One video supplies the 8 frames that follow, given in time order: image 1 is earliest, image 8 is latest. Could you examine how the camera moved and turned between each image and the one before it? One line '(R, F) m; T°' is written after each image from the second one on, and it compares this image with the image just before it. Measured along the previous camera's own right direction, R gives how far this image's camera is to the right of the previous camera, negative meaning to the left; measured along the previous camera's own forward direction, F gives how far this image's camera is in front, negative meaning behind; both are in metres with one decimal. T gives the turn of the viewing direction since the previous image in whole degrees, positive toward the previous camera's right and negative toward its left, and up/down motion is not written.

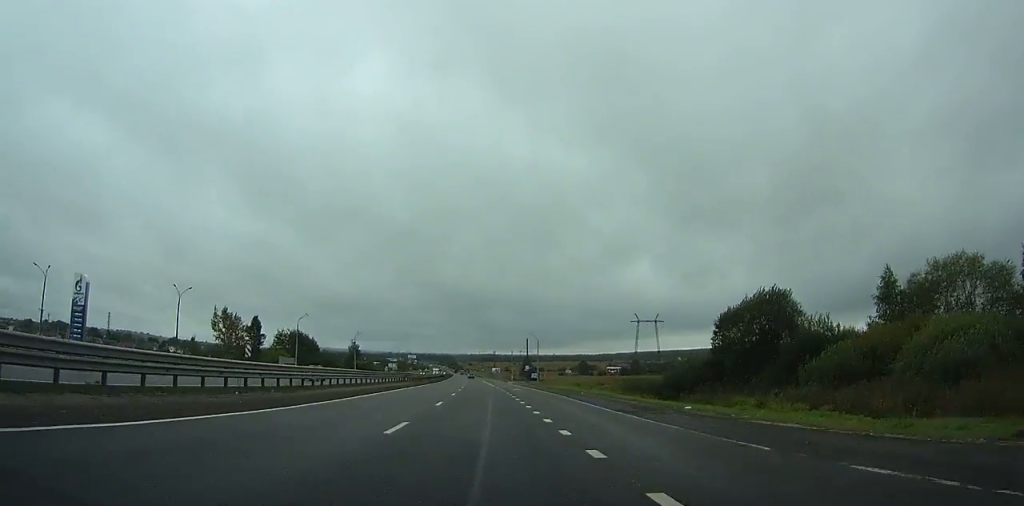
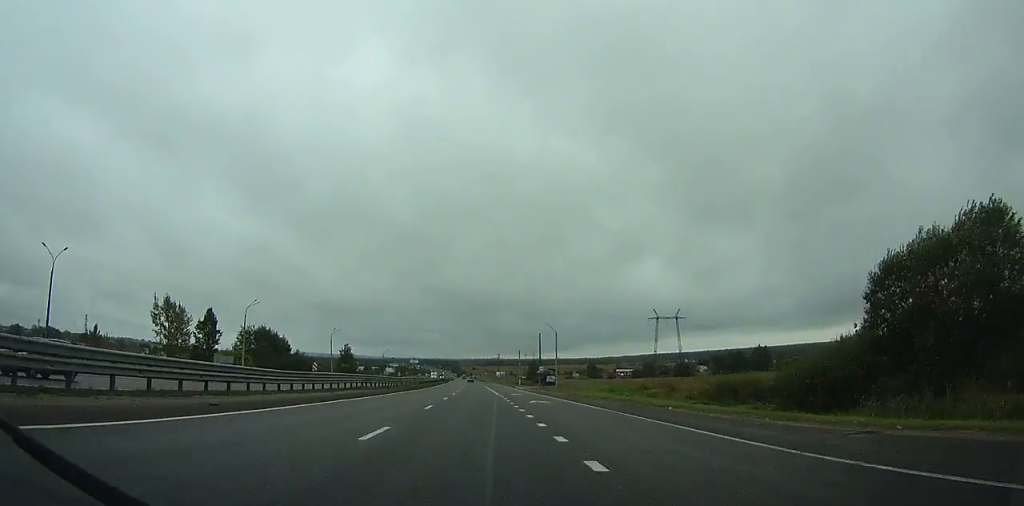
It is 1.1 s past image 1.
(-0.2, +25.1) m; -1°
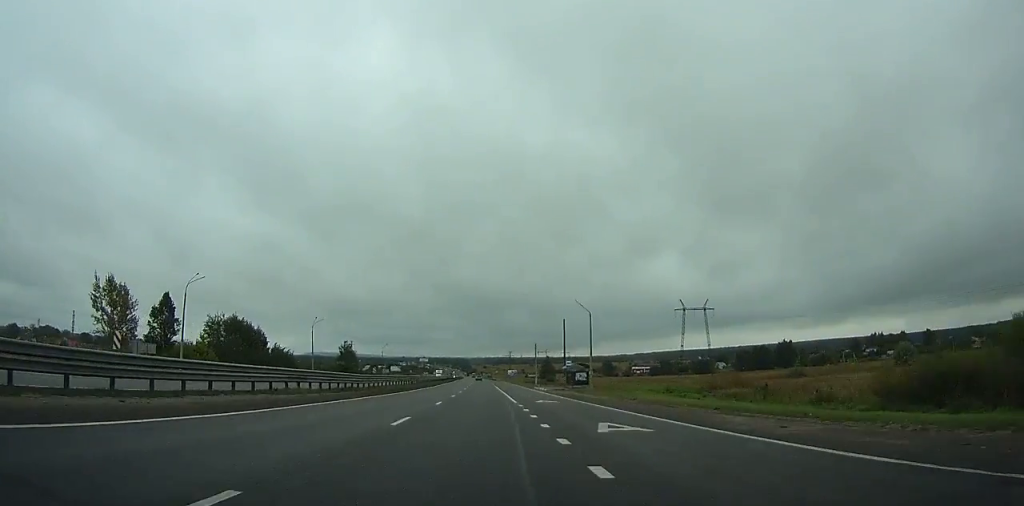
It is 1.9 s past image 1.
(+0.1, +20.4) m; 0°
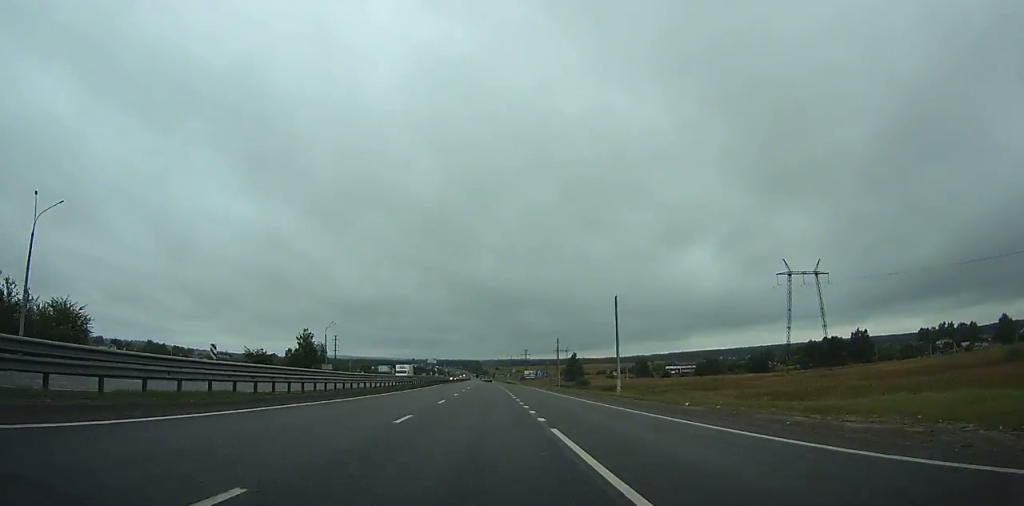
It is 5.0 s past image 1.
(-1.4, +71.7) m; -2°
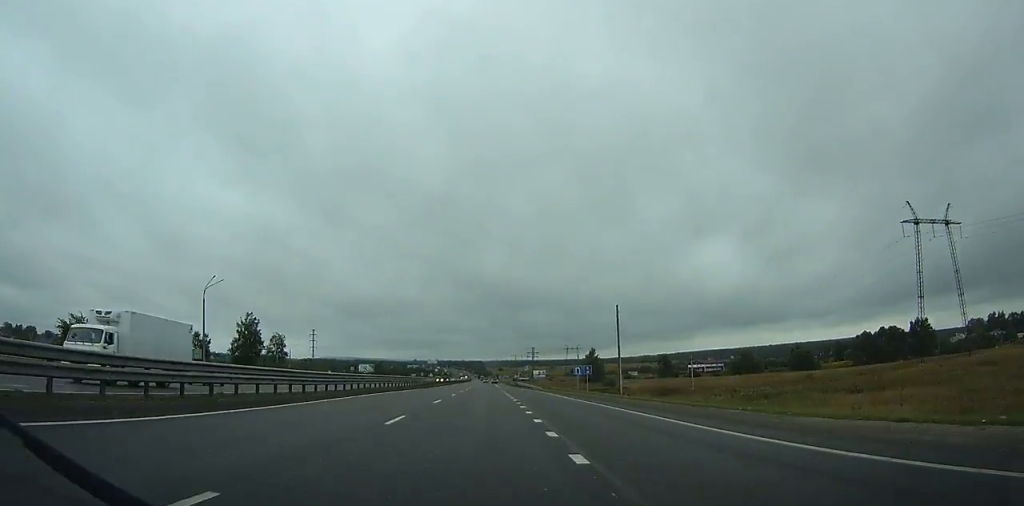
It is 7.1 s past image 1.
(-0.4, +48.1) m; -1°
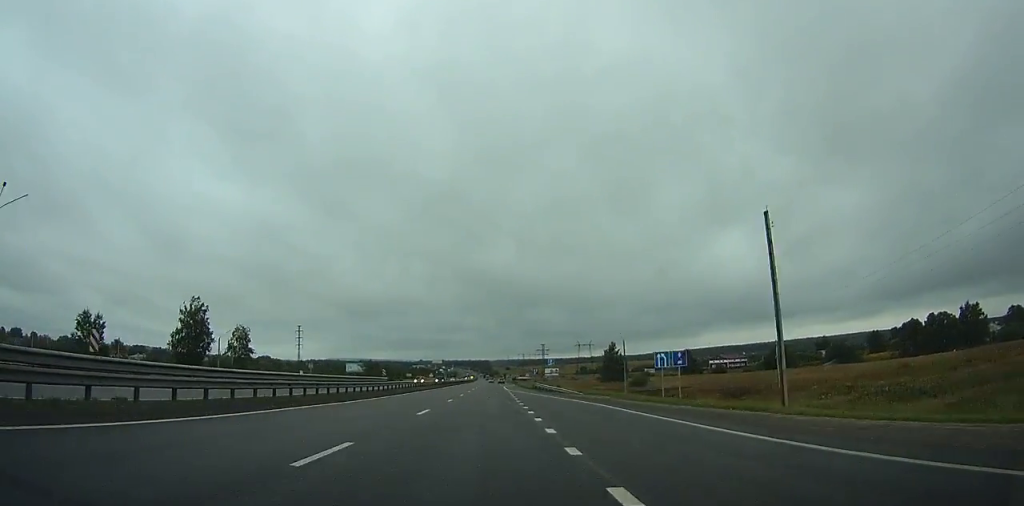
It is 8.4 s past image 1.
(-0.1, +30.8) m; 0°
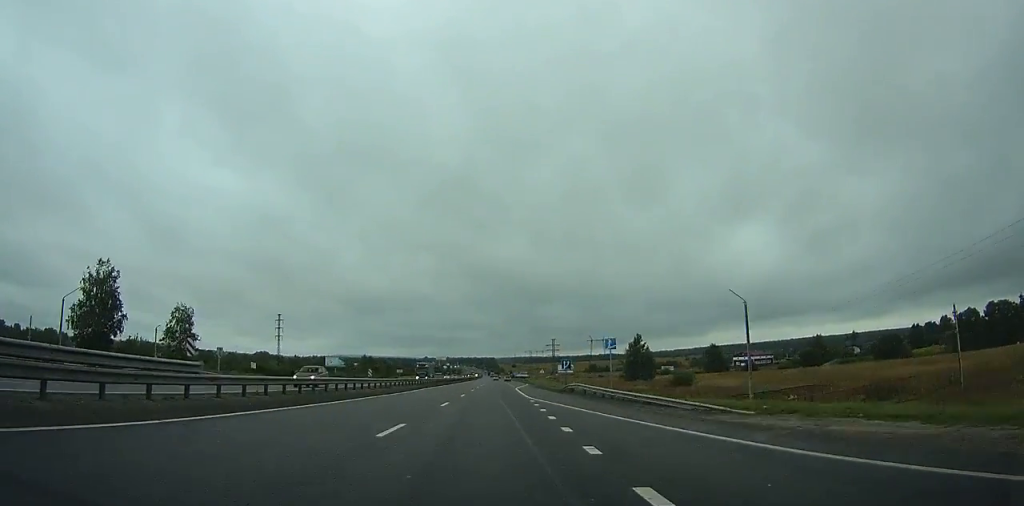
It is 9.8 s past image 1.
(0.0, +32.2) m; 0°
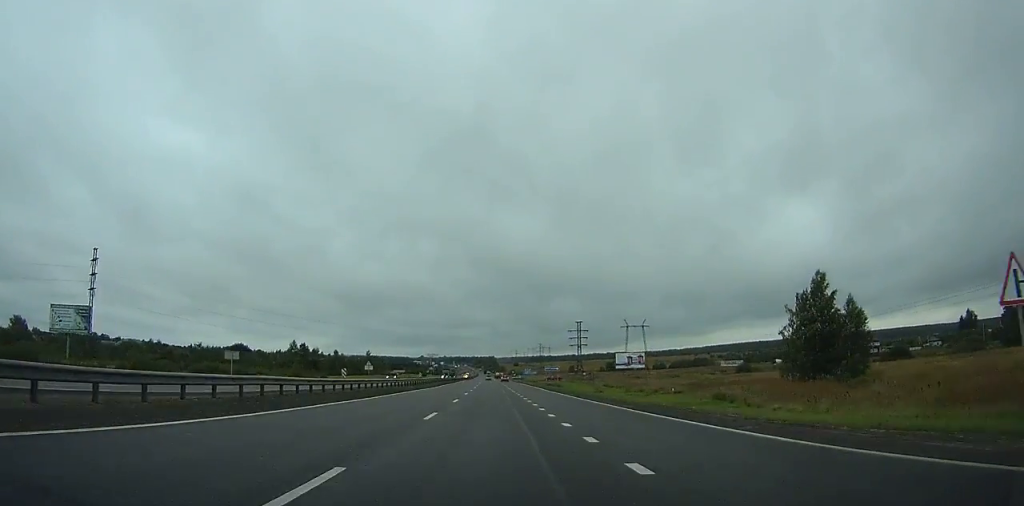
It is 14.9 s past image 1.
(-1.2, +114.7) m; -1°
